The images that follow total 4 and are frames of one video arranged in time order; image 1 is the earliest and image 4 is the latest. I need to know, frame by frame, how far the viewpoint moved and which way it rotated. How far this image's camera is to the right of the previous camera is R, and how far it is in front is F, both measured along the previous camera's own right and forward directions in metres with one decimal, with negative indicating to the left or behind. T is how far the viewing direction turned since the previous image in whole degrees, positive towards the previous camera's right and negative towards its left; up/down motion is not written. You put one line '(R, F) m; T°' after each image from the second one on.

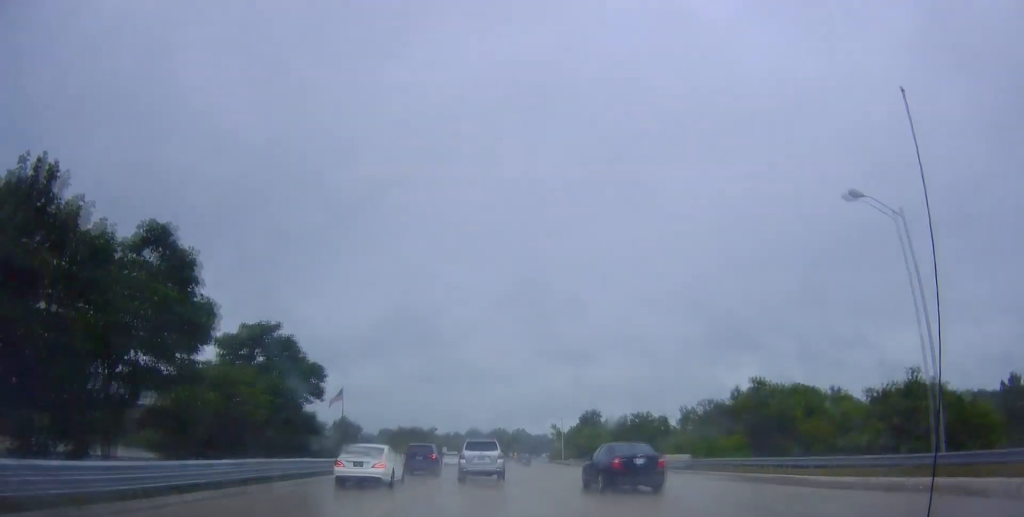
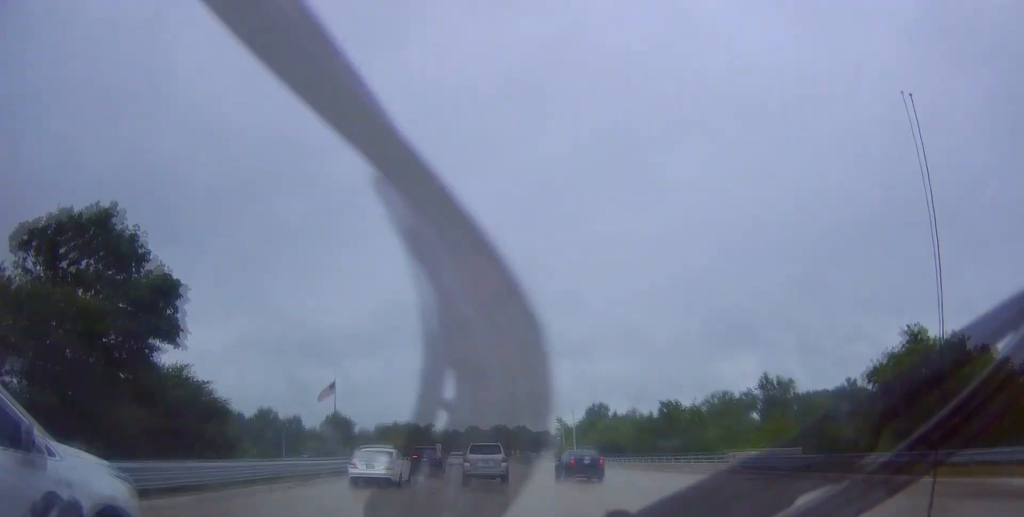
(0.0, +15.5) m; +1°
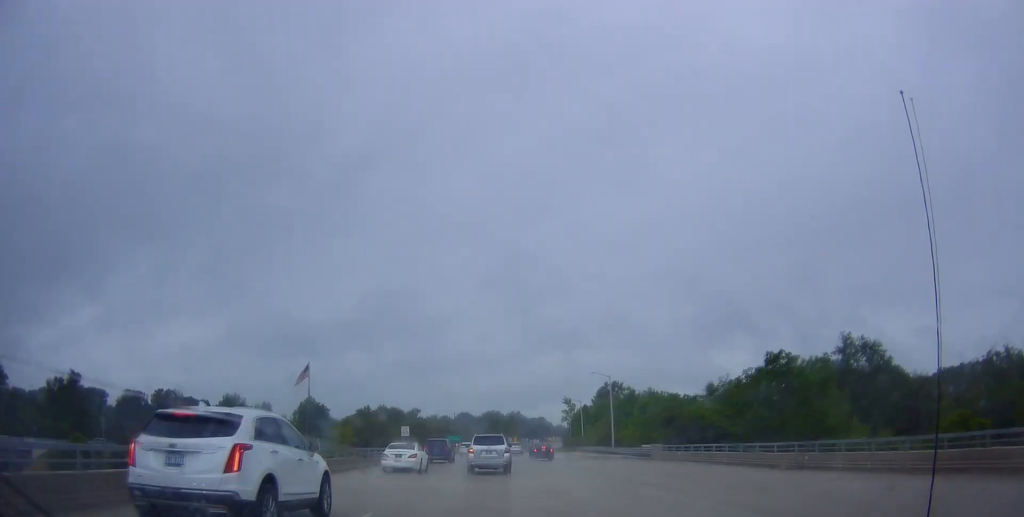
(+0.3, +33.5) m; -2°
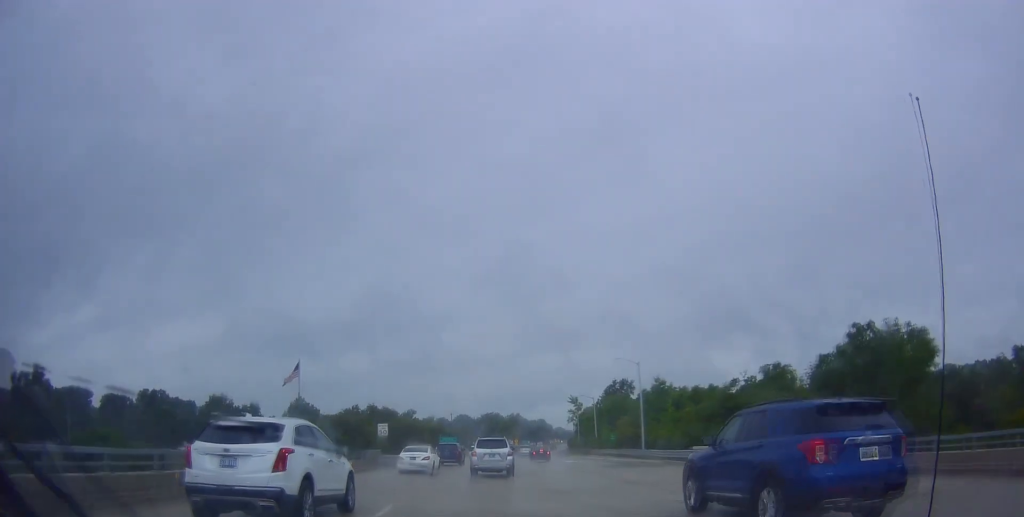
(-0.2, +12.8) m; 0°
